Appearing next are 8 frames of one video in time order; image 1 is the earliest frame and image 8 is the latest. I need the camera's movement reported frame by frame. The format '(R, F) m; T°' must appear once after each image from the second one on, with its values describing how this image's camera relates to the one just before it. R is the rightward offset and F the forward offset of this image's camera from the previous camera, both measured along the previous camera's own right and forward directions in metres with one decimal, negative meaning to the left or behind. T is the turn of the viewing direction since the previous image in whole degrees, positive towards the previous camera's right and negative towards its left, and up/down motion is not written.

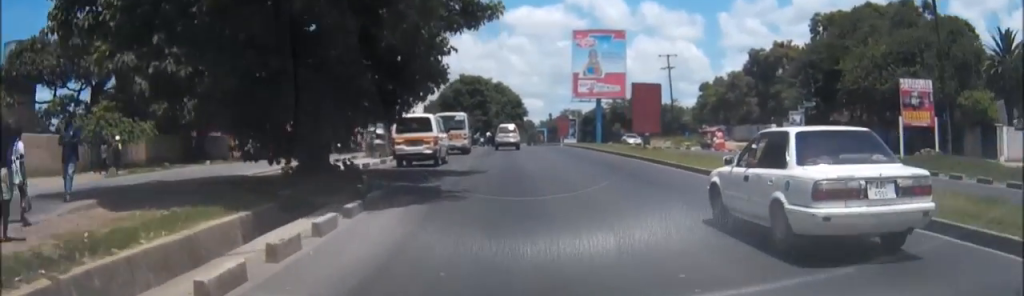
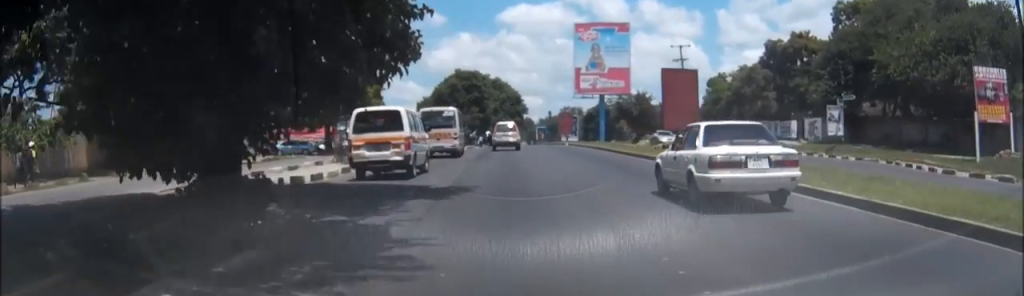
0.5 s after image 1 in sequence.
(0.0, +8.1) m; 0°
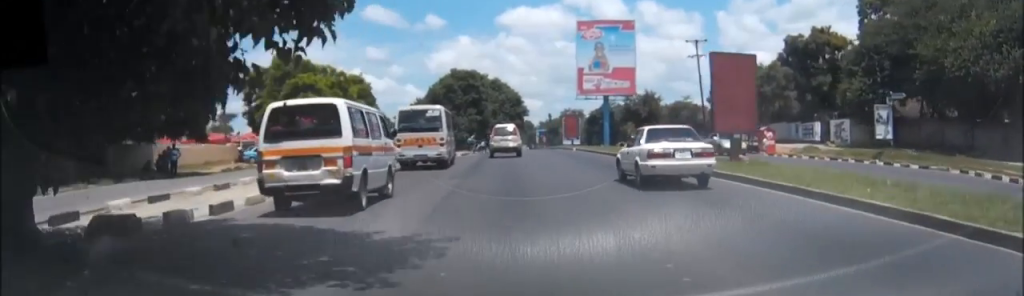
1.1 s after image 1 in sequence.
(0.0, +8.2) m; 0°
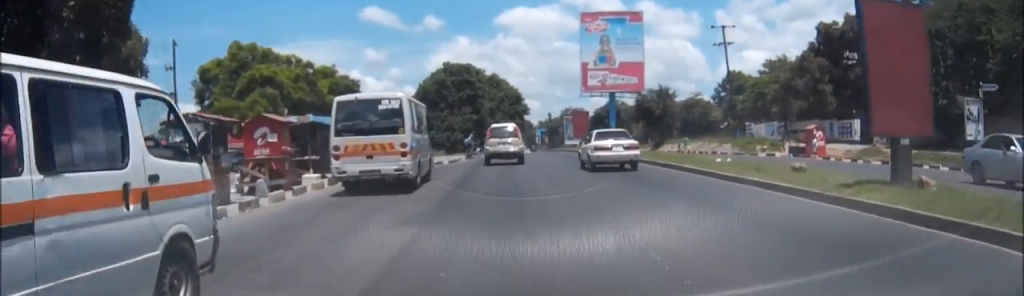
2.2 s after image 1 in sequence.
(0.0, +11.4) m; 0°
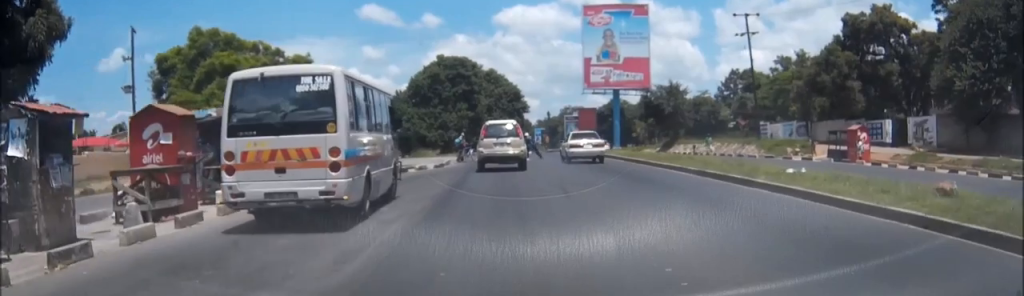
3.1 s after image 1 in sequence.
(0.0, +7.9) m; 0°
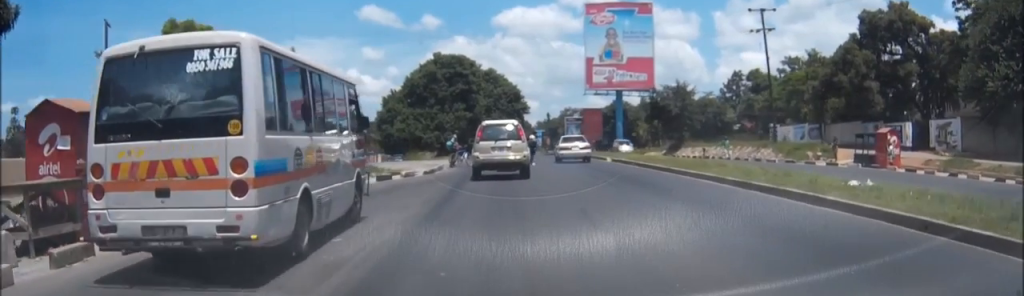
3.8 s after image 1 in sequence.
(0.0, +4.4) m; +1°
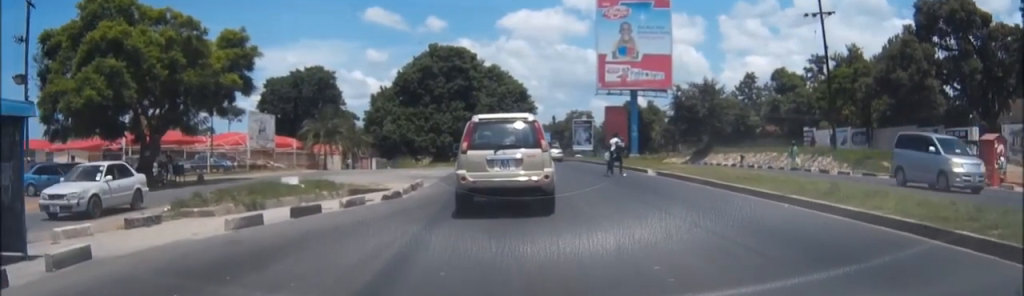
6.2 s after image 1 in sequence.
(+0.2, +11.2) m; -1°
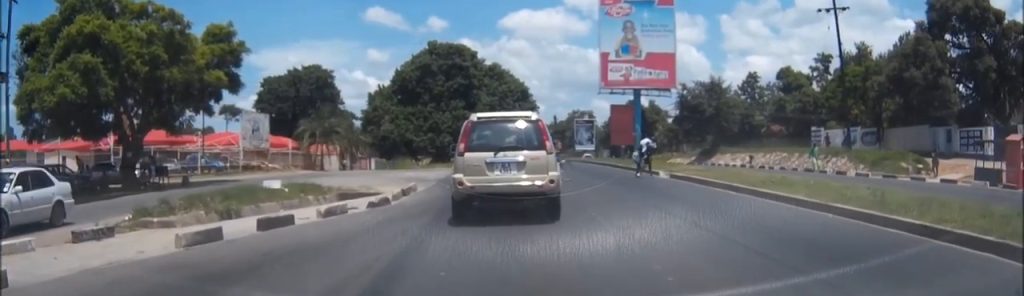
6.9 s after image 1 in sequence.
(-0.1, +2.1) m; -2°
